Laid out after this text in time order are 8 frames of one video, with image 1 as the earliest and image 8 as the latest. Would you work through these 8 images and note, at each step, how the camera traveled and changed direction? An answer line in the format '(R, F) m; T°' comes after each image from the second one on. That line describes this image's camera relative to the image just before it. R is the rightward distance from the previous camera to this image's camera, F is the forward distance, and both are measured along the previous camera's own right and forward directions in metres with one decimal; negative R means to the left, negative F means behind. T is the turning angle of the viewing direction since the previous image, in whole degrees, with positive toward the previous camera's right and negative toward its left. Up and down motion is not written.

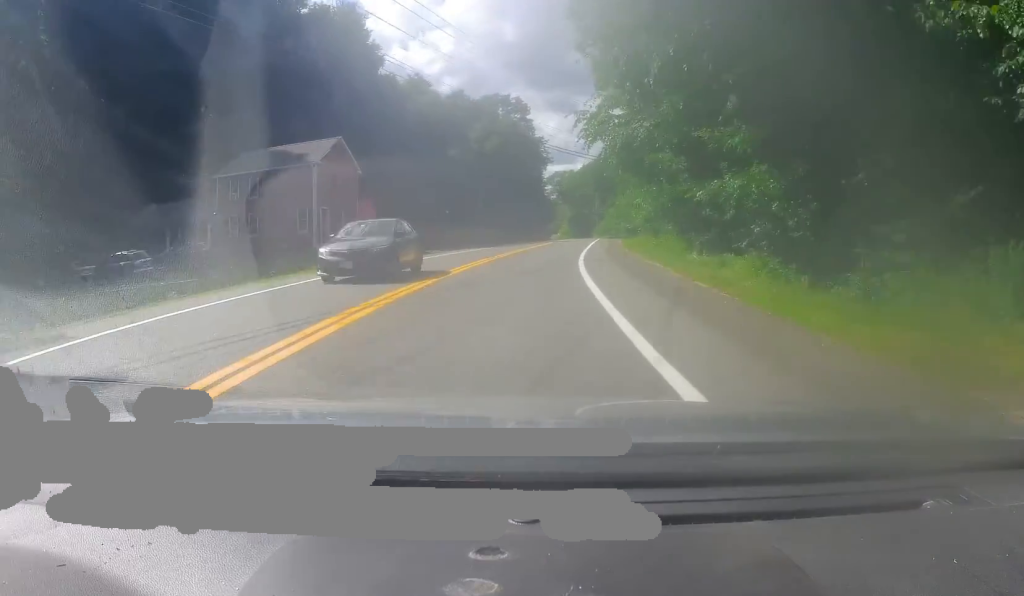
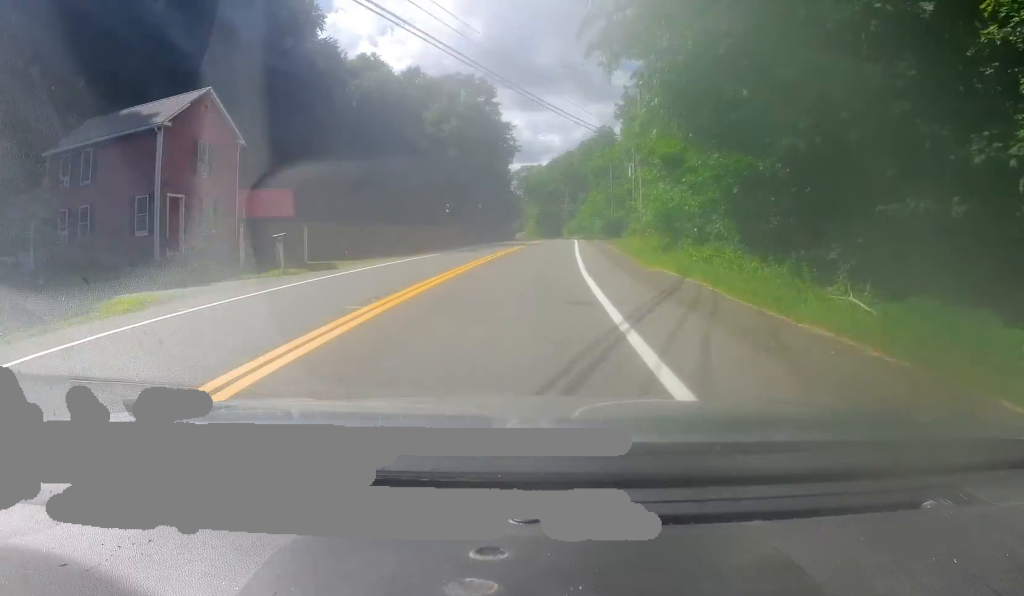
(+0.3, +15.2) m; +2°
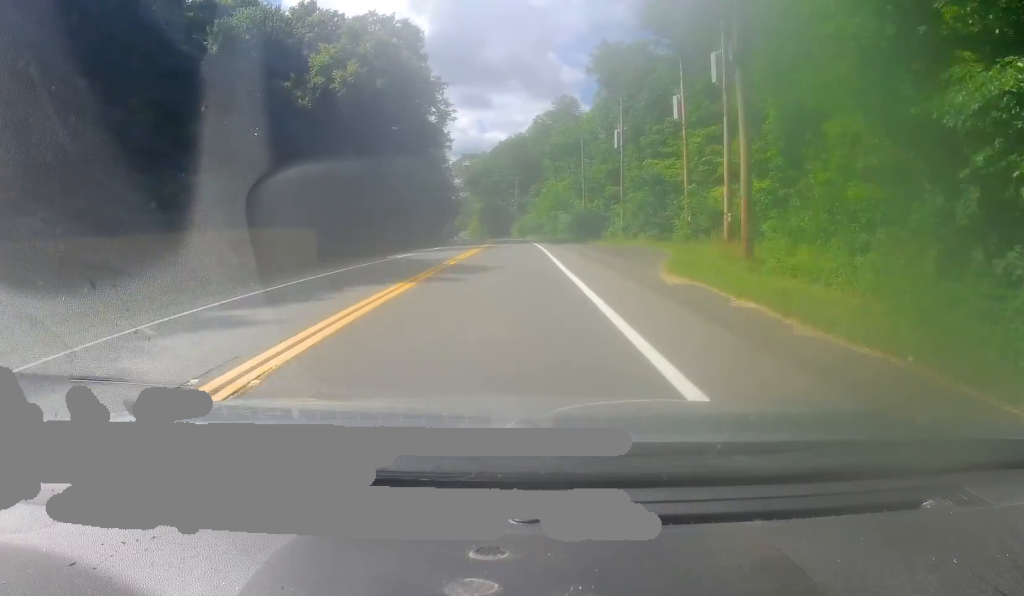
(+1.3, +30.6) m; +5°
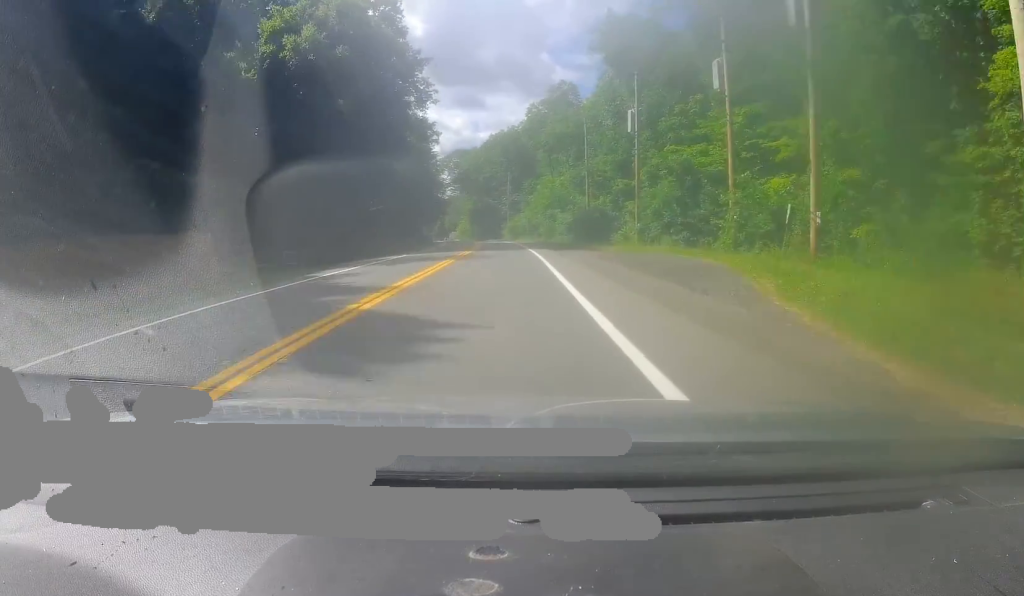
(+0.1, +11.1) m; +1°
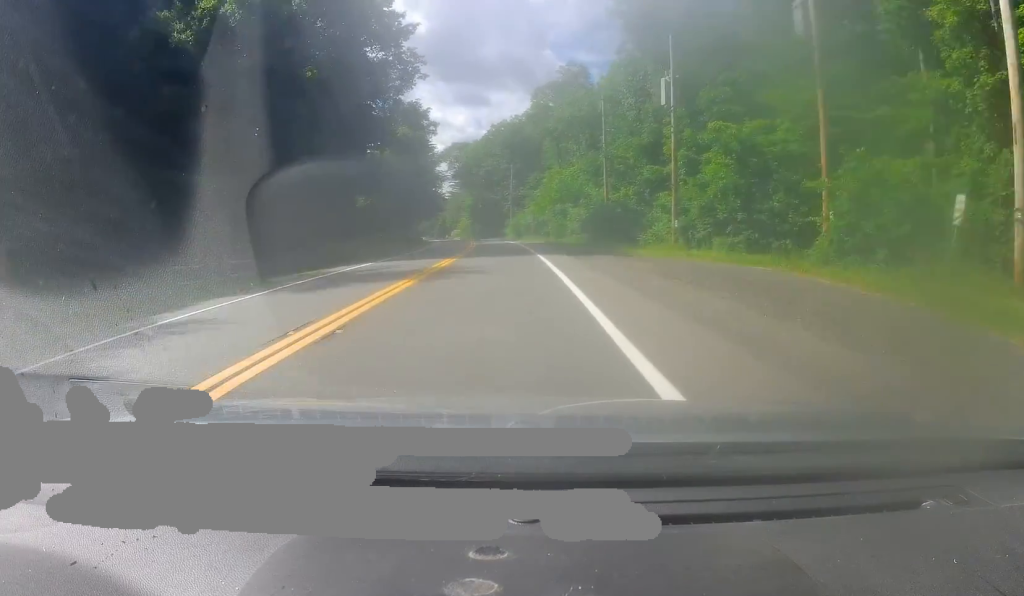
(+0.2, +11.2) m; +1°
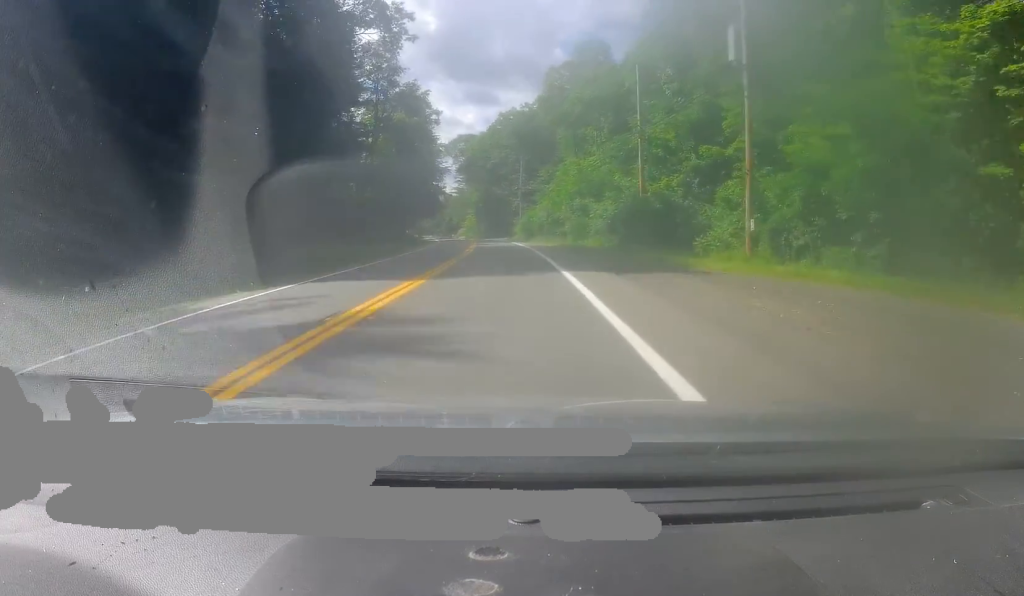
(+0.3, +10.6) m; 0°
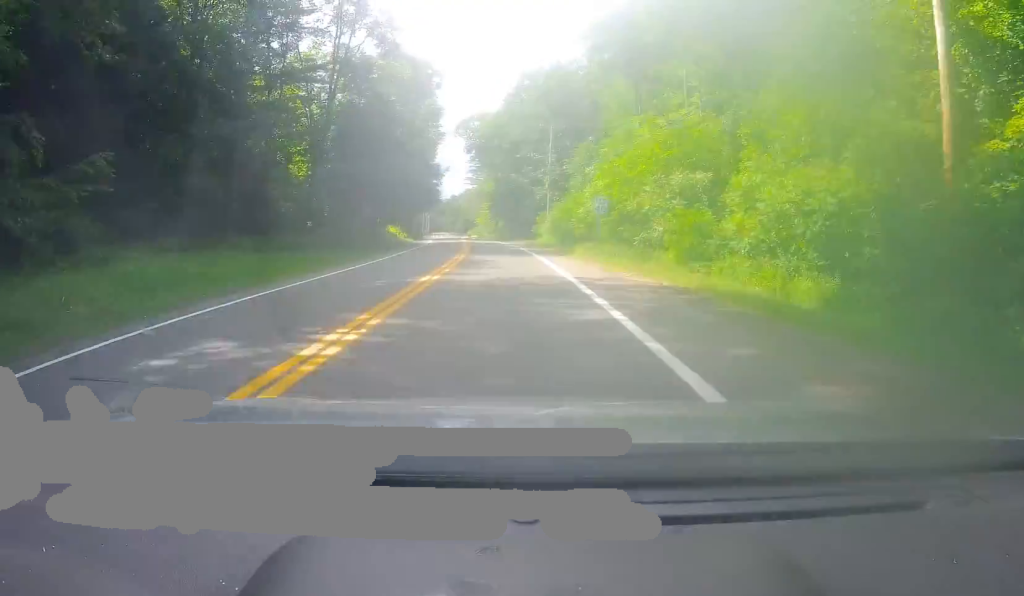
(-0.9, +29.0) m; -3°
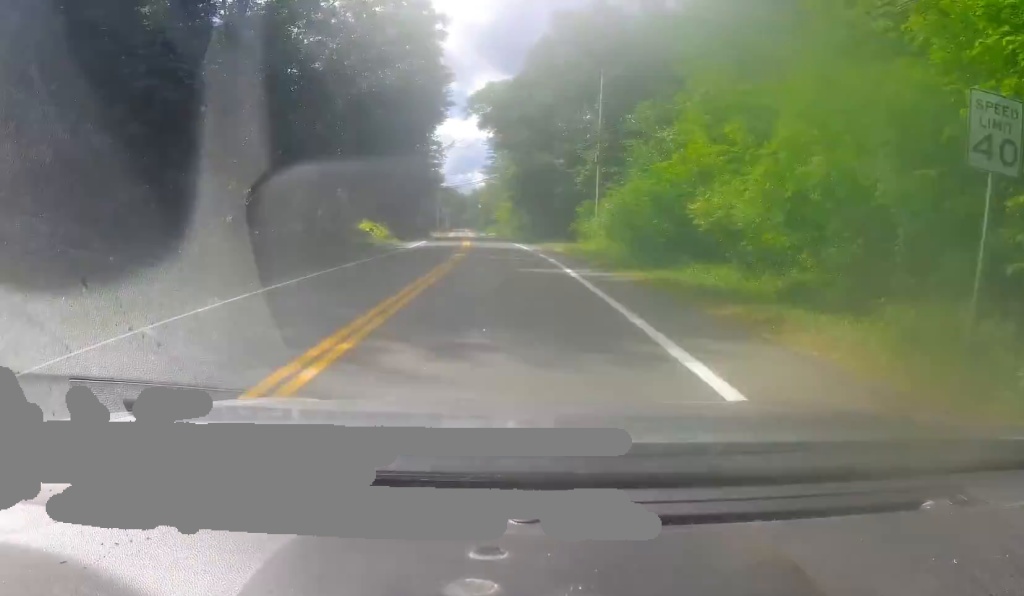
(-0.3, +24.6) m; -2°
